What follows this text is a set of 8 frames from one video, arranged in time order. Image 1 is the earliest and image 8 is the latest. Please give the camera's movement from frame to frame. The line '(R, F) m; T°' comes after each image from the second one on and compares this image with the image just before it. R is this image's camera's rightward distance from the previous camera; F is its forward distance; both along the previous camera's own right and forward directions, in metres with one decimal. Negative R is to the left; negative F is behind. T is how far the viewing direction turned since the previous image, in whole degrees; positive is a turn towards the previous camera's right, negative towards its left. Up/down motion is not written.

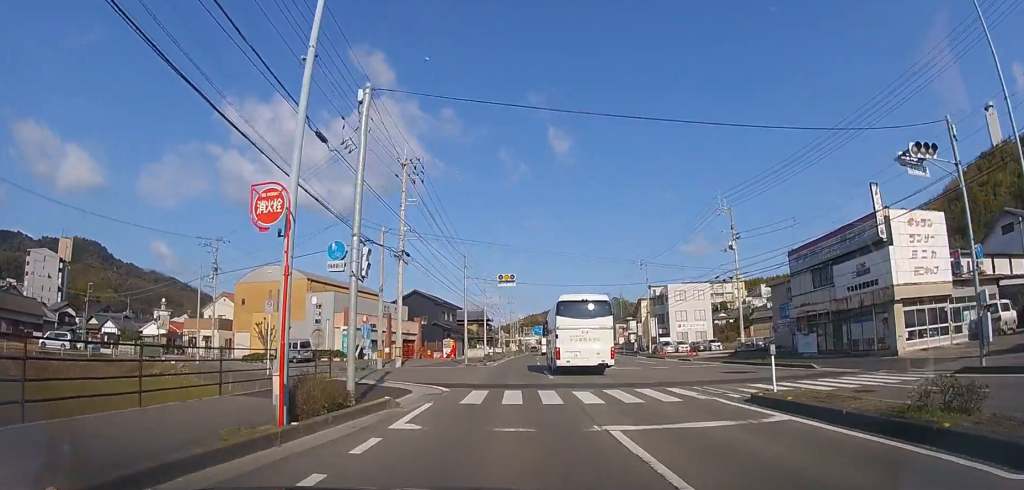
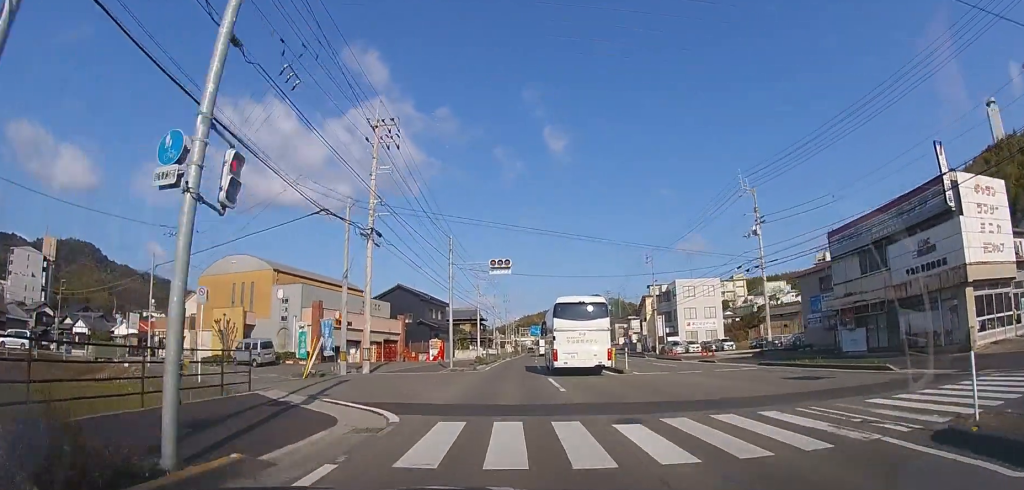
(-0.1, +6.1) m; +1°
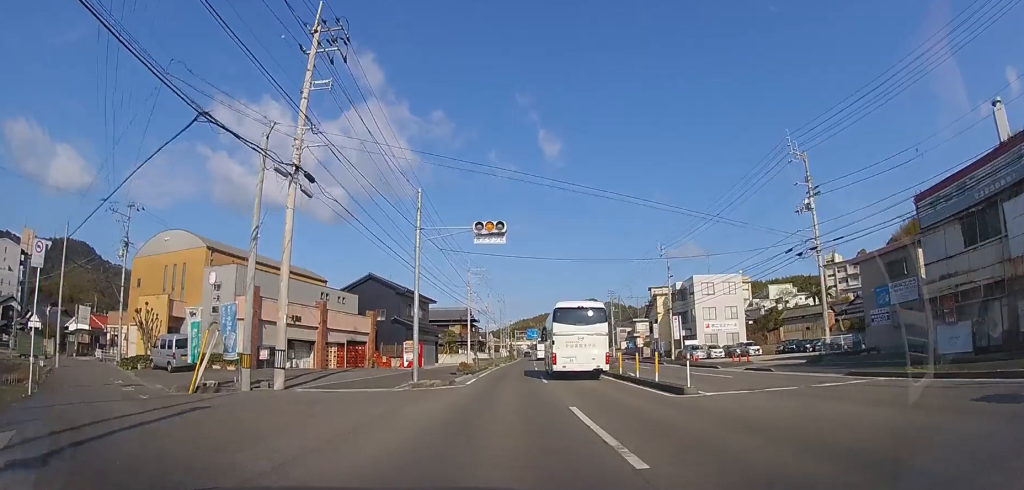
(+0.2, +8.8) m; +1°
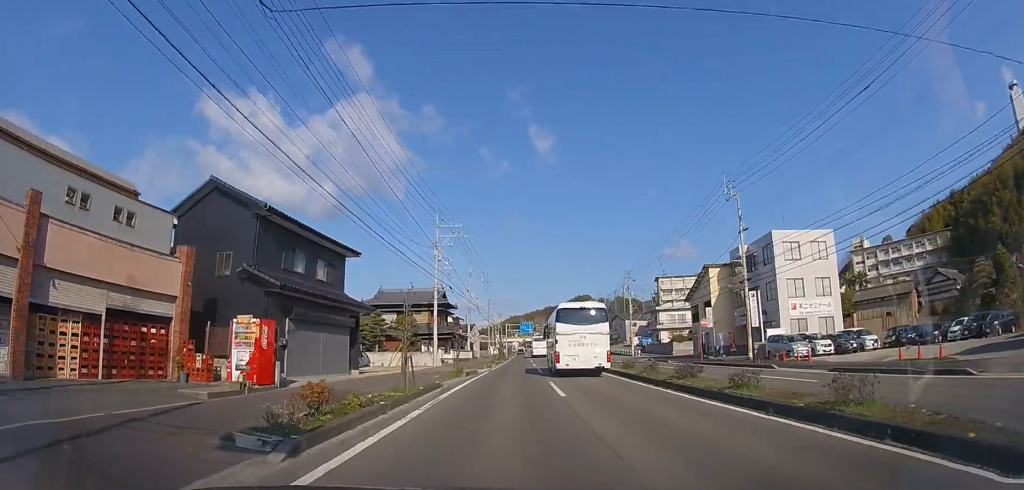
(+0.4, +22.4) m; +1°
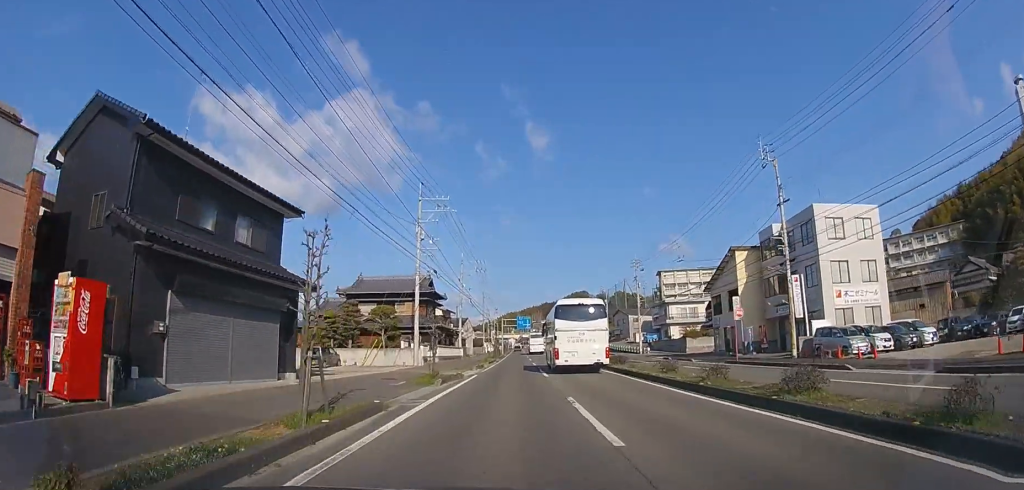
(0.0, +6.8) m; 0°
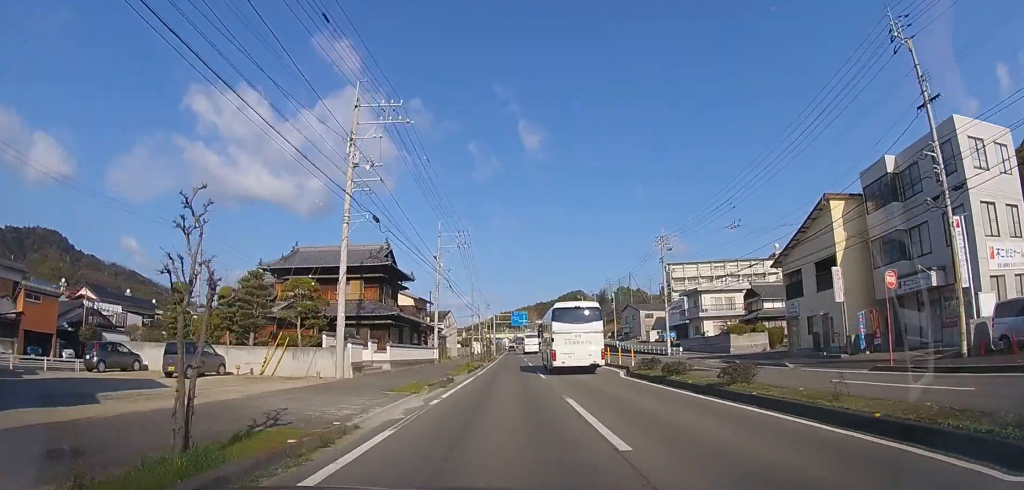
(+0.1, +15.1) m; +1°
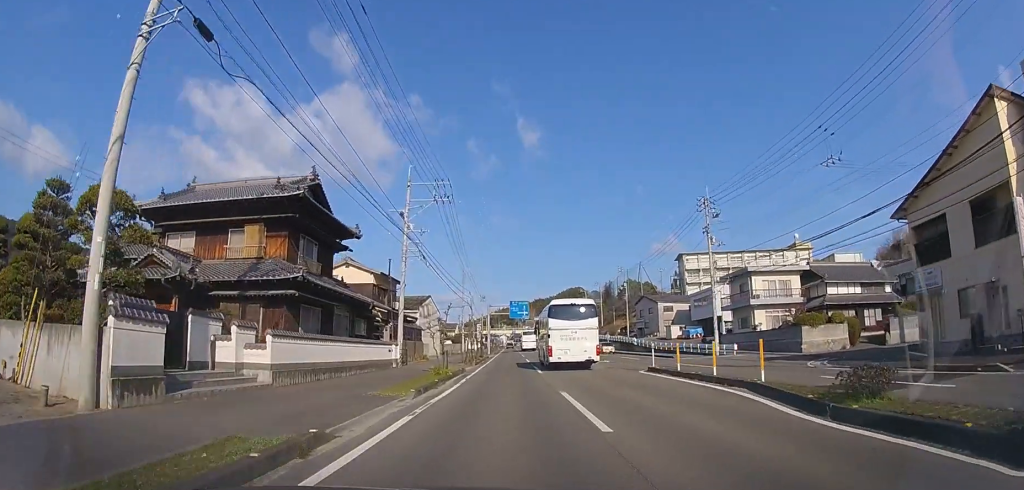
(0.0, +13.8) m; 0°
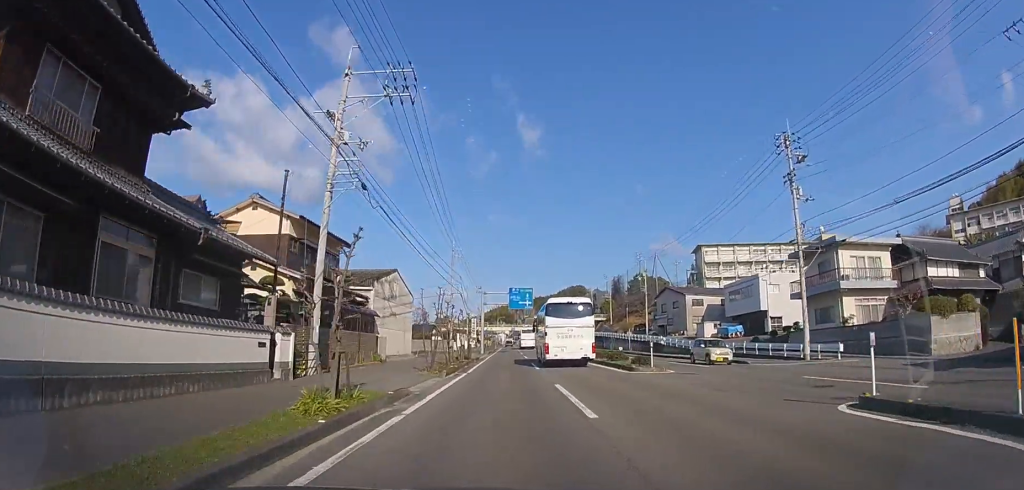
(-0.1, +13.9) m; 0°
